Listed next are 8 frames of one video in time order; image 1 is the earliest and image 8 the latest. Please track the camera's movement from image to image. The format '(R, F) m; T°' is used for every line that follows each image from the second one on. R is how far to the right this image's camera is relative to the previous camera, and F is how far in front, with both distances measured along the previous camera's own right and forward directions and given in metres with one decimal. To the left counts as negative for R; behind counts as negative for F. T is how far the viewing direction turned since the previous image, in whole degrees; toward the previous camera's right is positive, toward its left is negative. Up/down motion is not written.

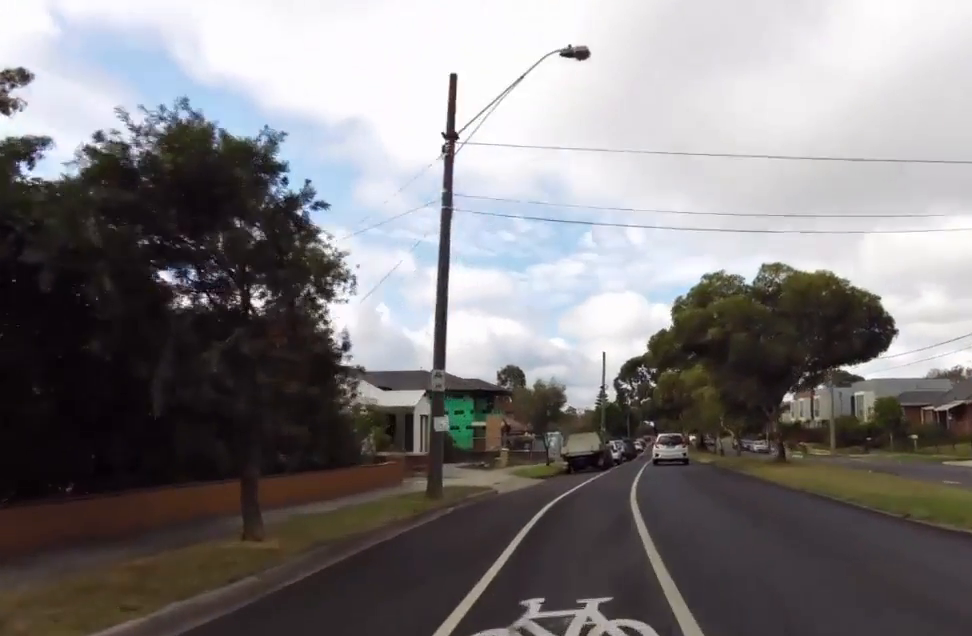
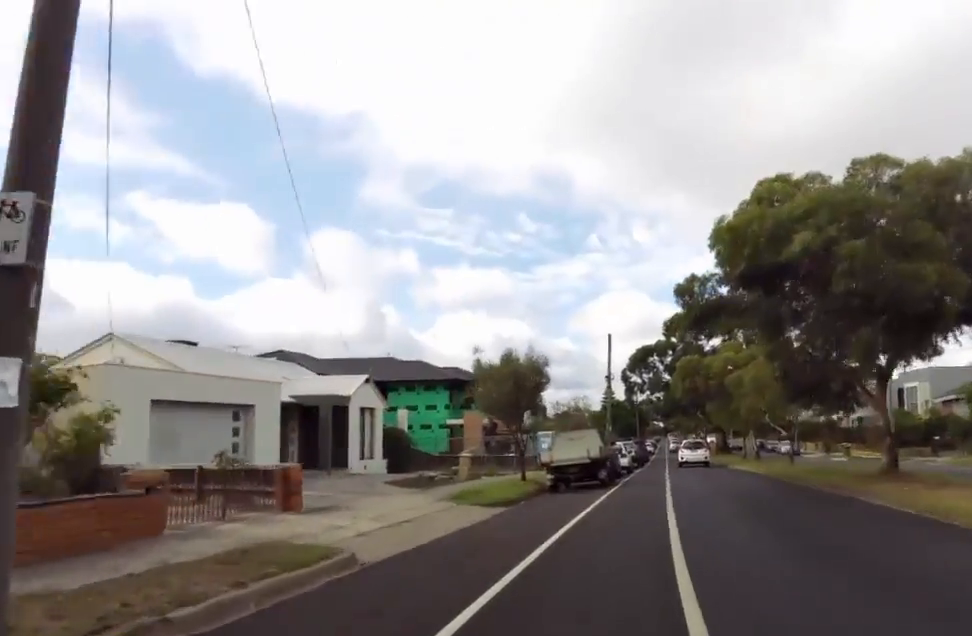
(-0.8, +12.0) m; -2°
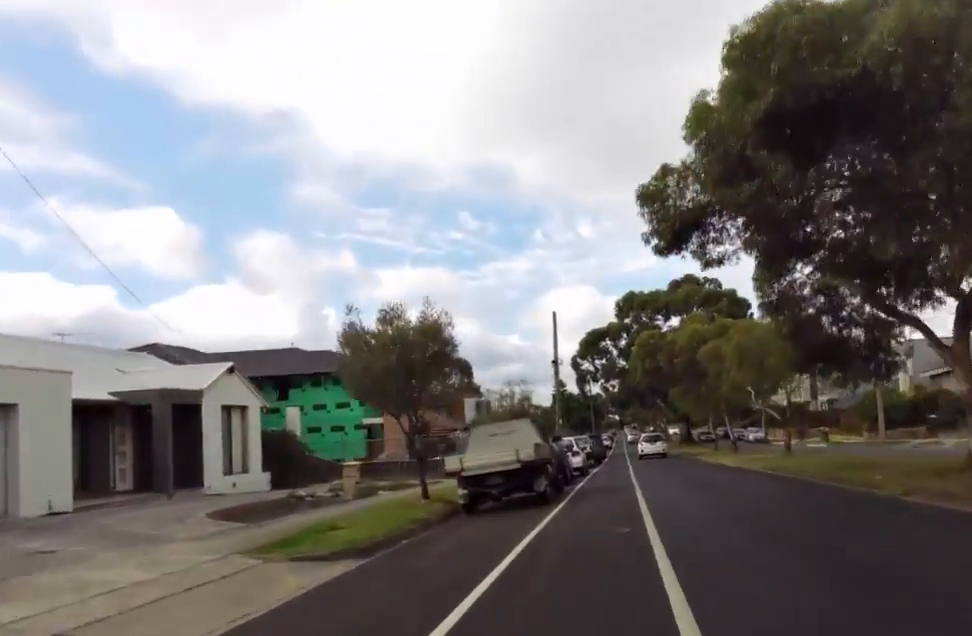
(+0.1, +7.1) m; +2°
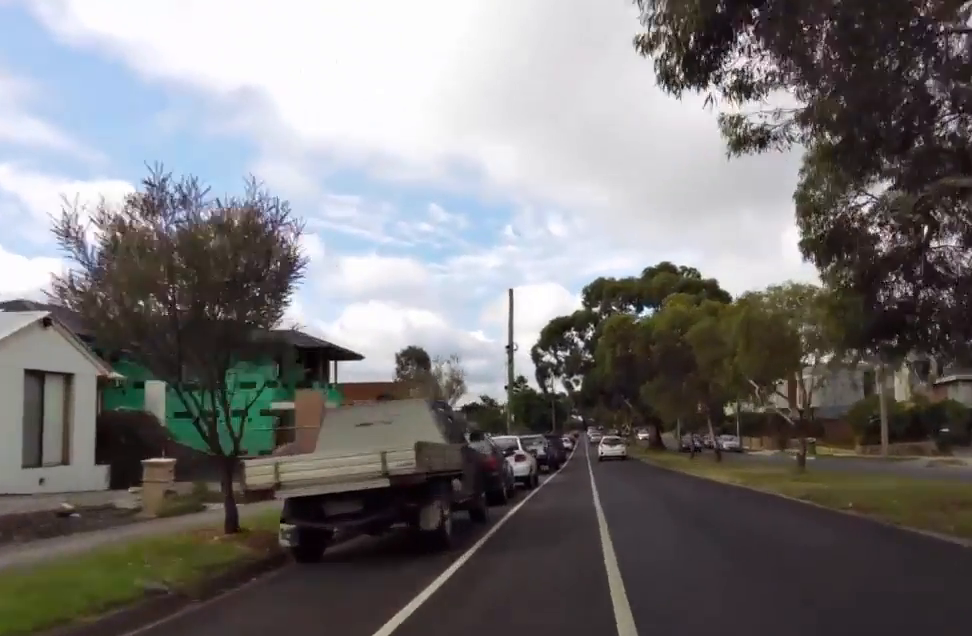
(+0.5, +6.3) m; +3°
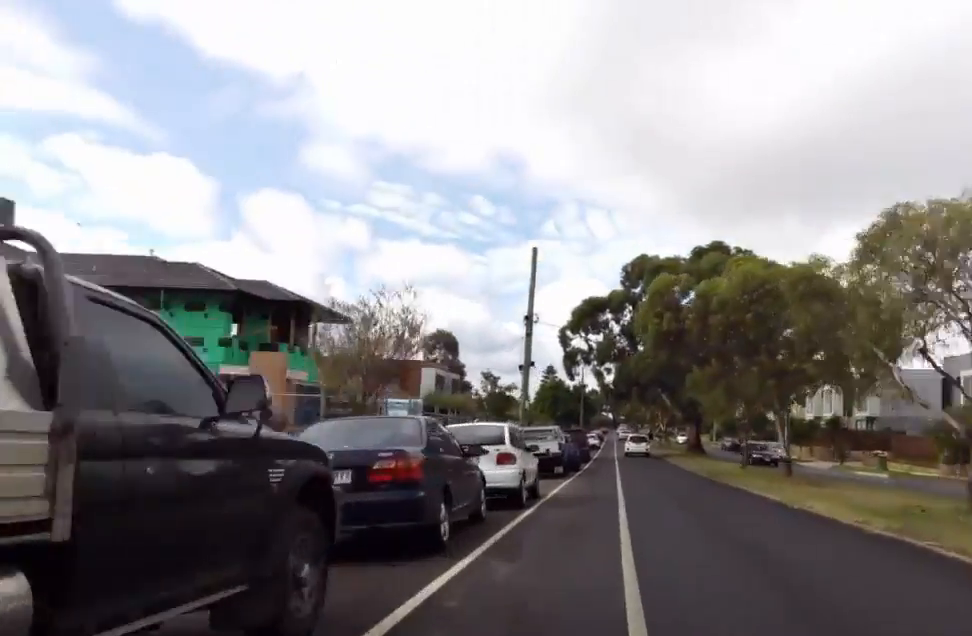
(-0.2, +8.0) m; 0°
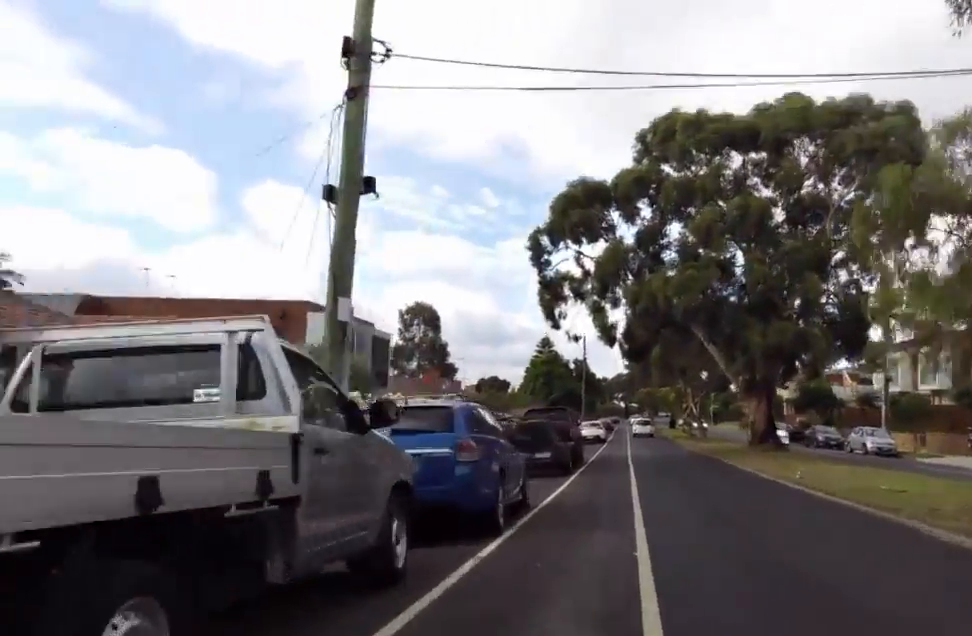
(+0.5, +21.3) m; +2°
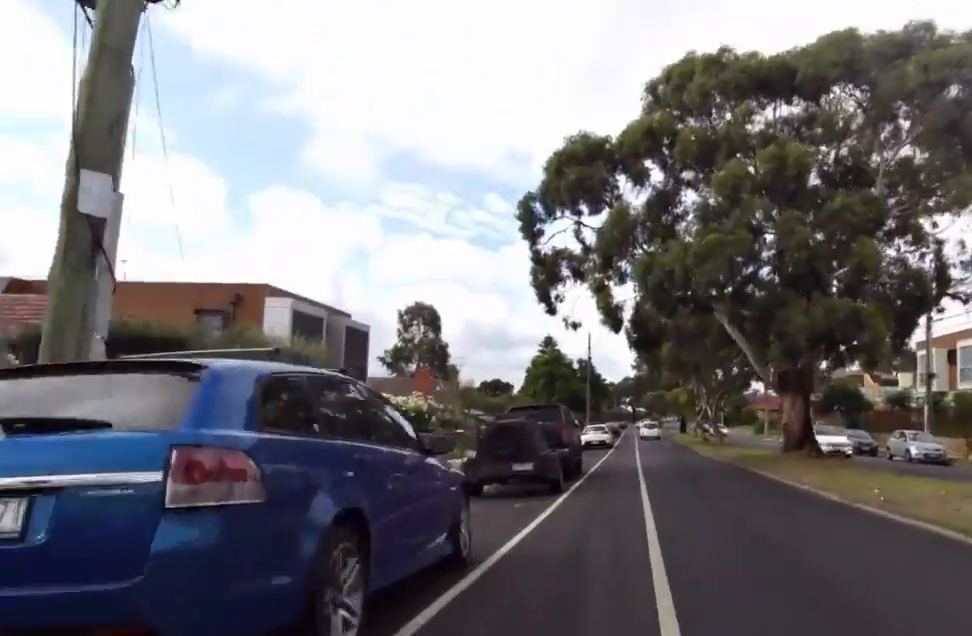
(0.0, +4.7) m; 0°
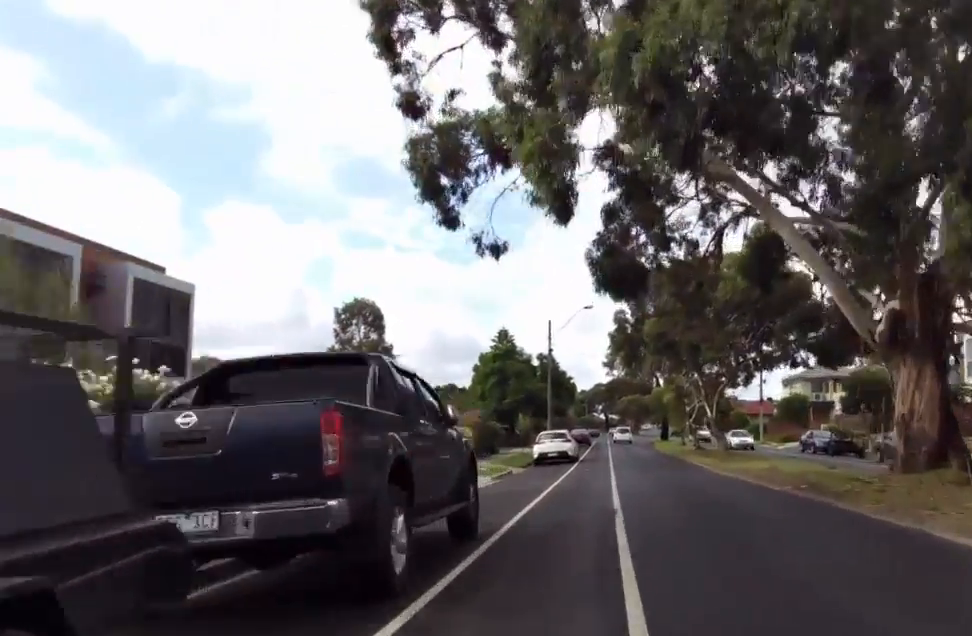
(0.0, +12.3) m; -1°
